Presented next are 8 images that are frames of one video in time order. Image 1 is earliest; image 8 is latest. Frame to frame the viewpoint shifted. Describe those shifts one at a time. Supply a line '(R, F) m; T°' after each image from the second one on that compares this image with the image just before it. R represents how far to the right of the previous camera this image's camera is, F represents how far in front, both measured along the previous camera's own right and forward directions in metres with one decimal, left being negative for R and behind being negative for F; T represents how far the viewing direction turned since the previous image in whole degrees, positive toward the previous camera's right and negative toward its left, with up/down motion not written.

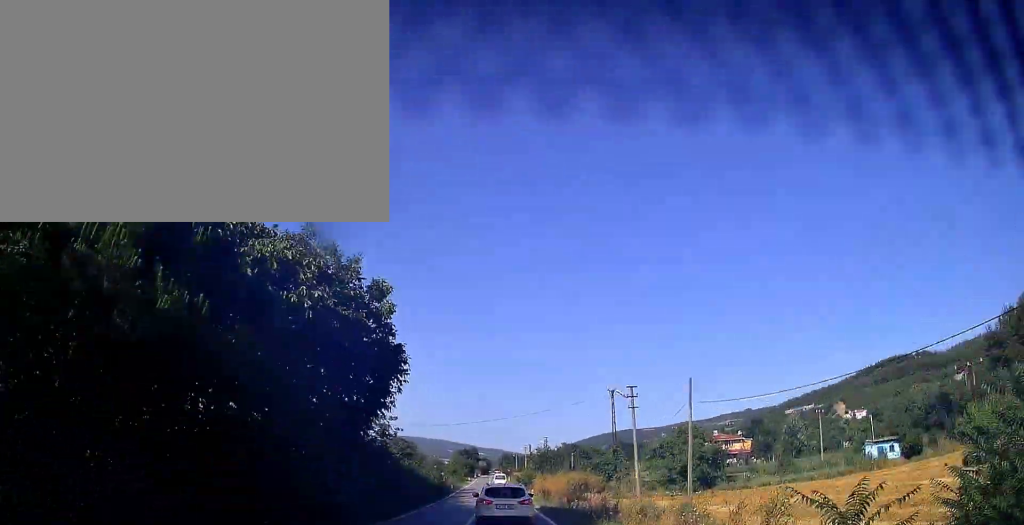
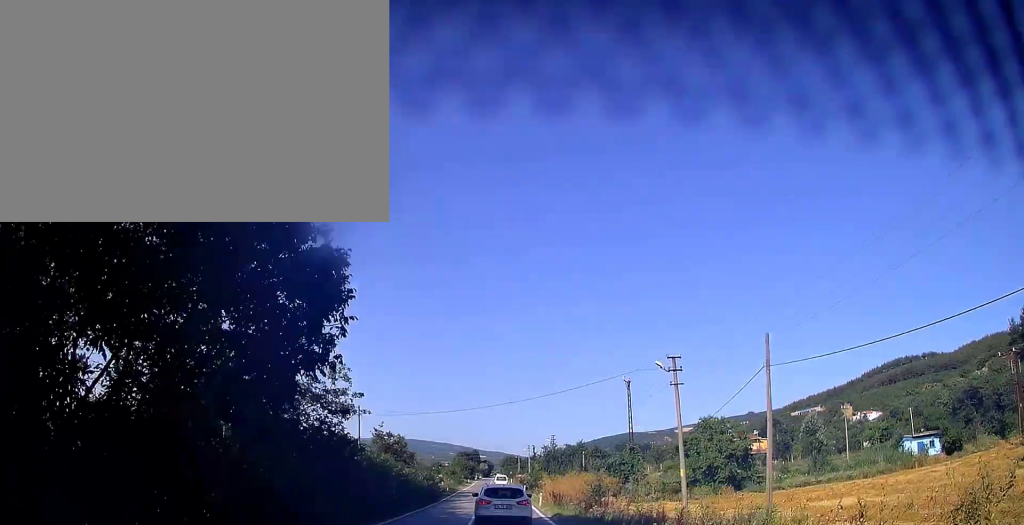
(+0.1, +8.1) m; 0°
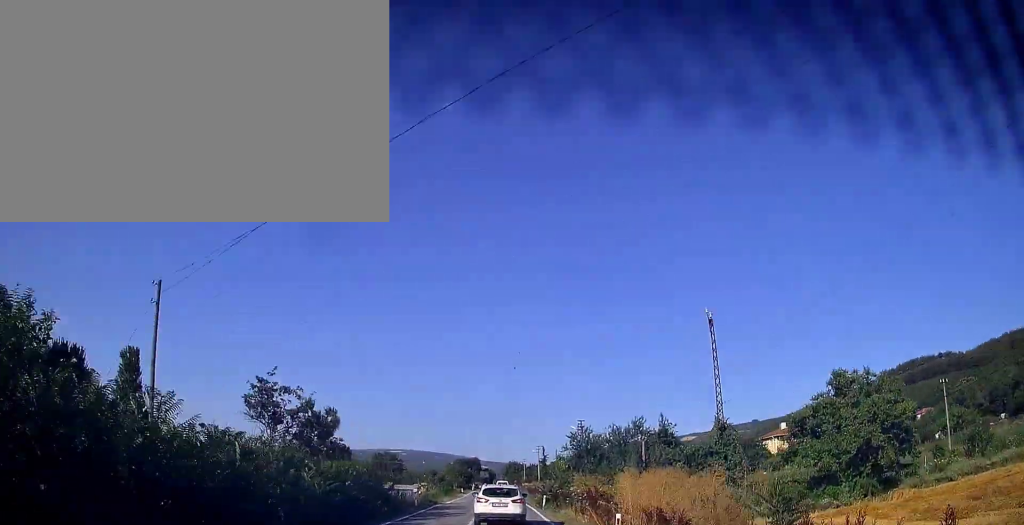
(-0.1, +25.6) m; 0°
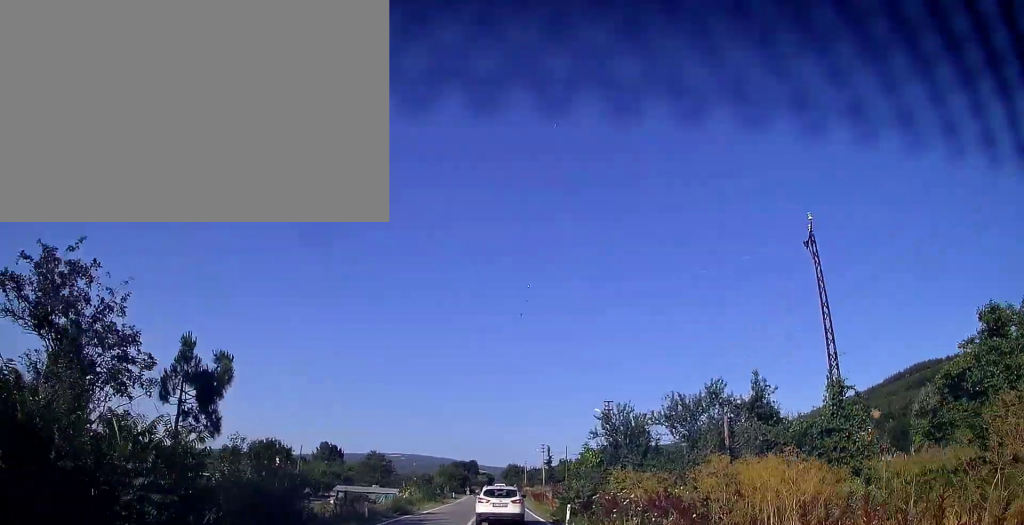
(+0.2, +13.5) m; 0°
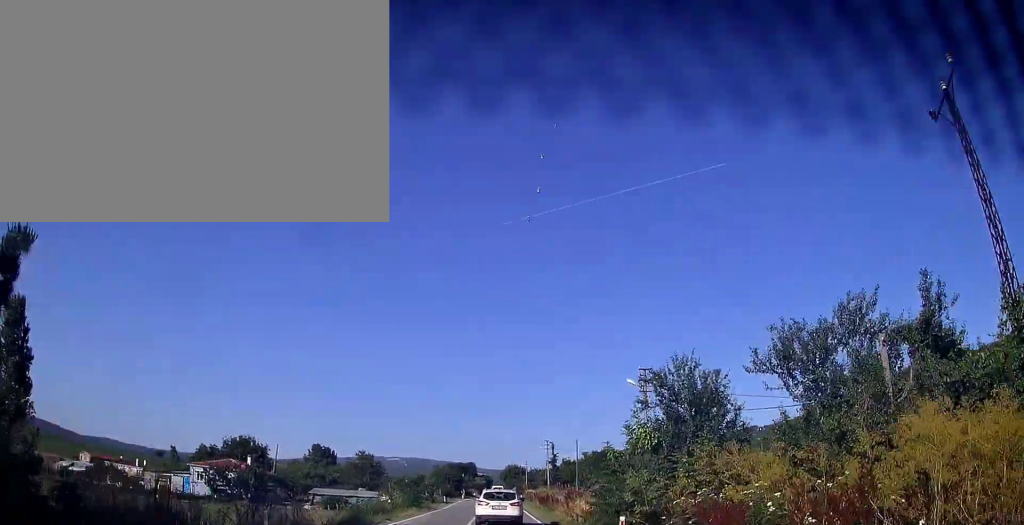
(-0.1, +11.1) m; -1°
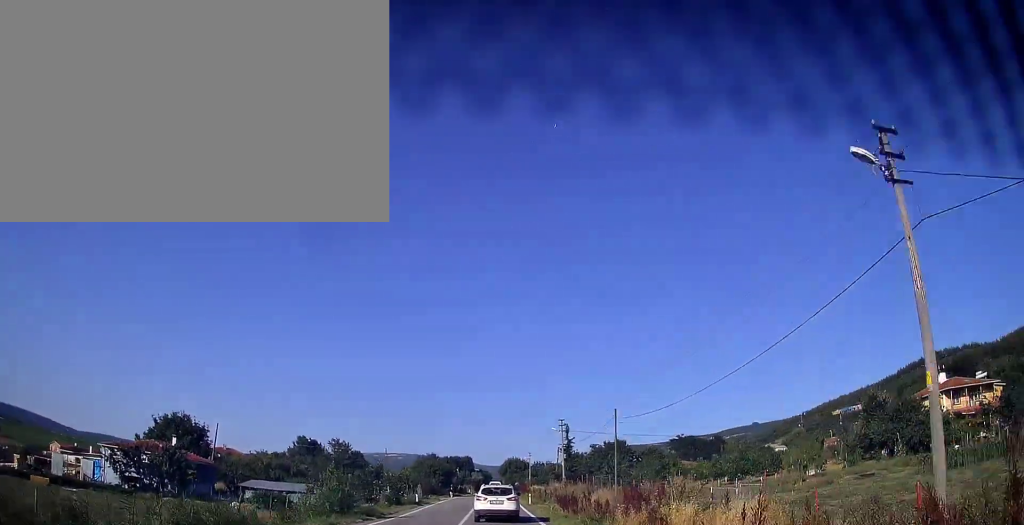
(0.0, +19.6) m; 0°
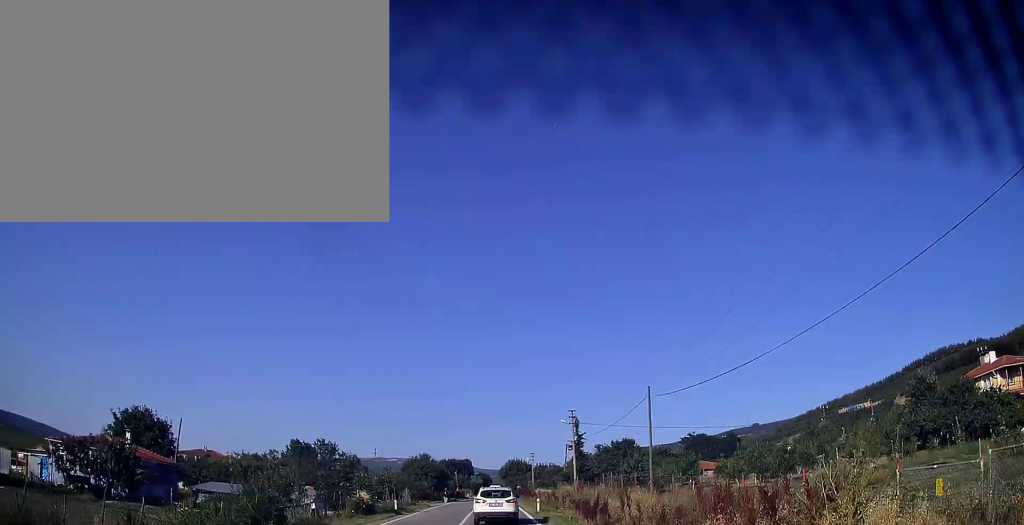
(+0.1, +9.5) m; 0°
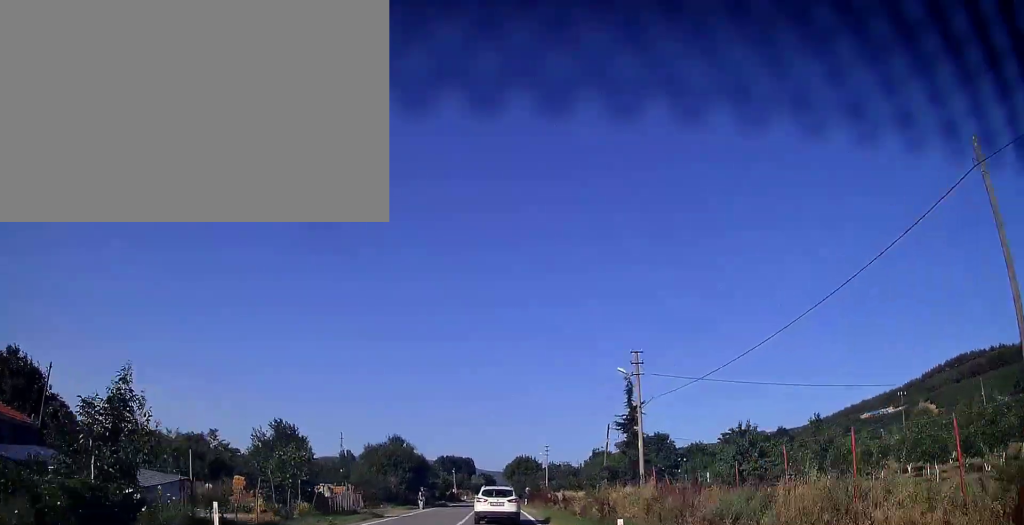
(+0.1, +22.0) m; -1°
